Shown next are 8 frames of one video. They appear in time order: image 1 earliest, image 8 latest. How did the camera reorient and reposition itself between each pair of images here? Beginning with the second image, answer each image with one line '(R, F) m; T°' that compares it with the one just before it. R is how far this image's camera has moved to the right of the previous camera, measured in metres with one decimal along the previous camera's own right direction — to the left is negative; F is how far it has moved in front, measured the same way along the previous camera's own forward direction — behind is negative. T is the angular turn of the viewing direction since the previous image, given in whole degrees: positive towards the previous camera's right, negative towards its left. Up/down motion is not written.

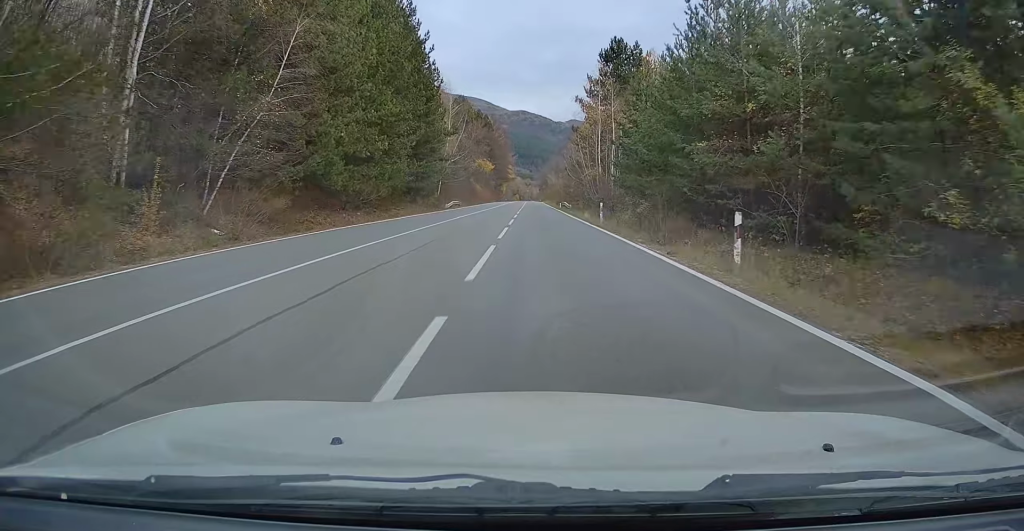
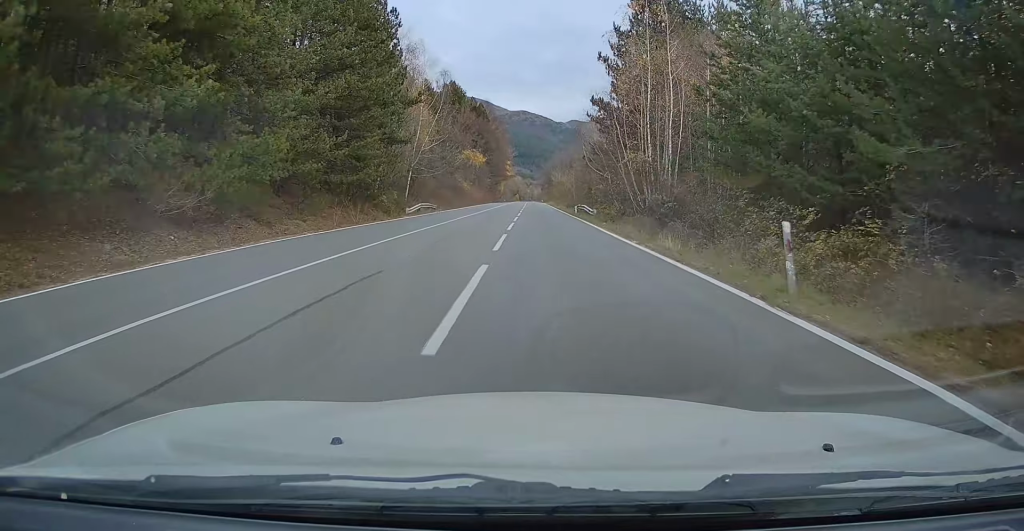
(+0.1, +22.2) m; +1°
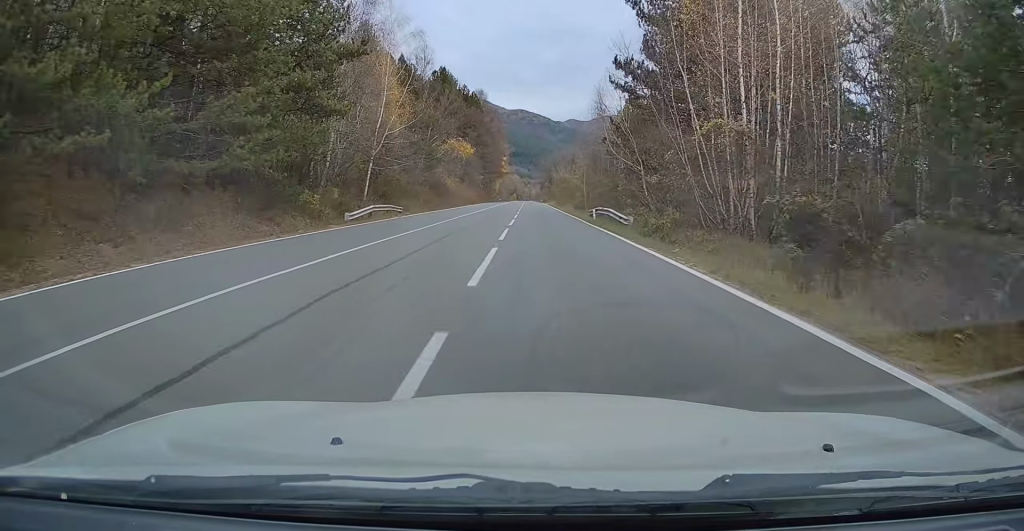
(0.0, +14.8) m; 0°
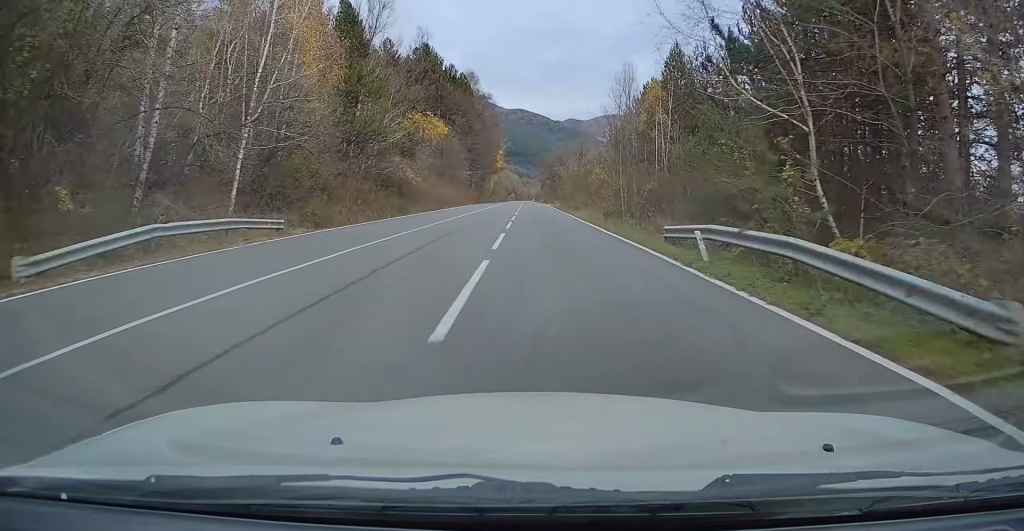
(+0.2, +21.2) m; 0°
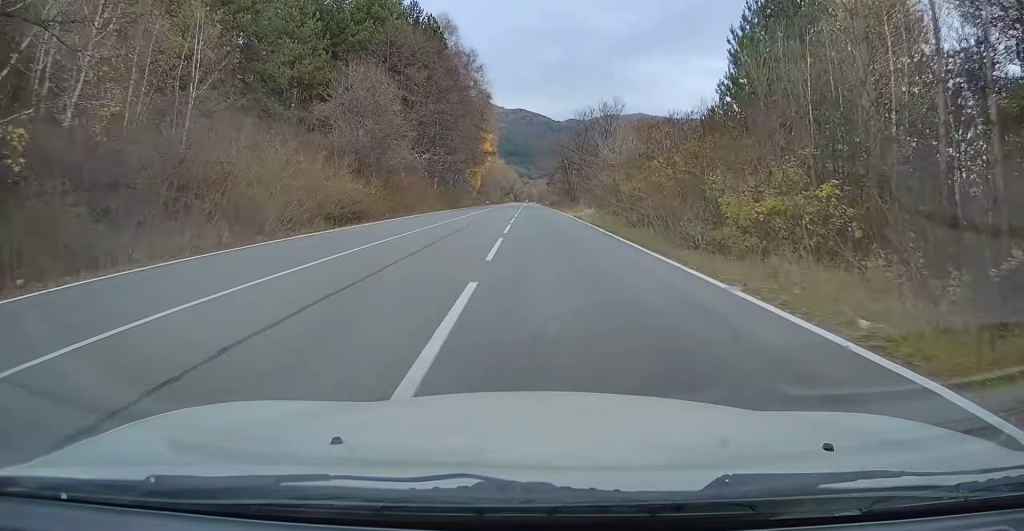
(-0.3, +38.7) m; 0°
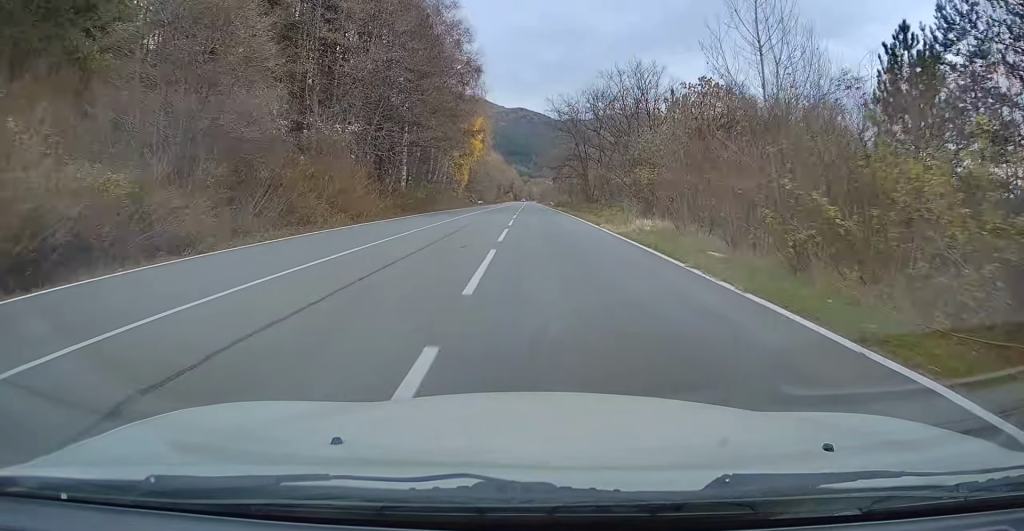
(+0.2, +22.1) m; 0°
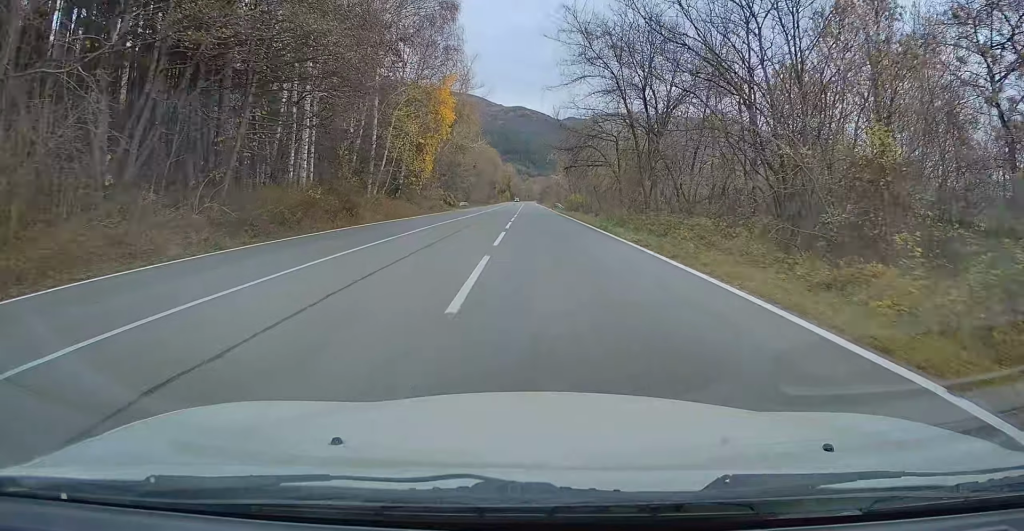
(-0.3, +28.7) m; -1°
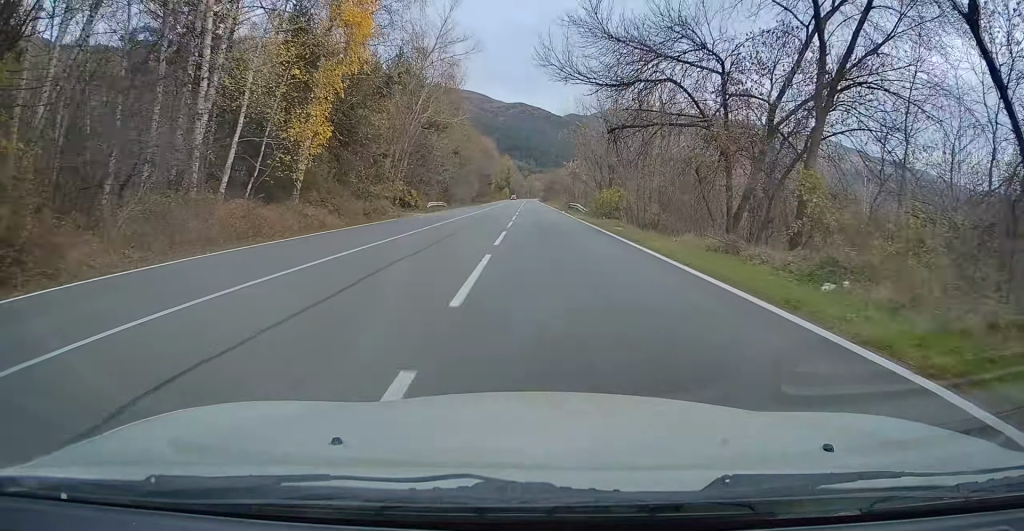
(0.0, +26.8) m; 0°
